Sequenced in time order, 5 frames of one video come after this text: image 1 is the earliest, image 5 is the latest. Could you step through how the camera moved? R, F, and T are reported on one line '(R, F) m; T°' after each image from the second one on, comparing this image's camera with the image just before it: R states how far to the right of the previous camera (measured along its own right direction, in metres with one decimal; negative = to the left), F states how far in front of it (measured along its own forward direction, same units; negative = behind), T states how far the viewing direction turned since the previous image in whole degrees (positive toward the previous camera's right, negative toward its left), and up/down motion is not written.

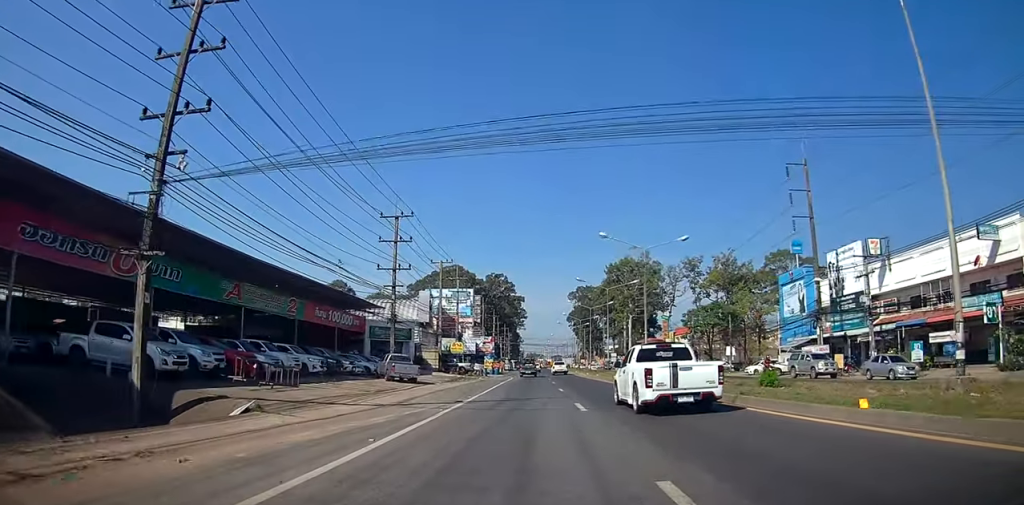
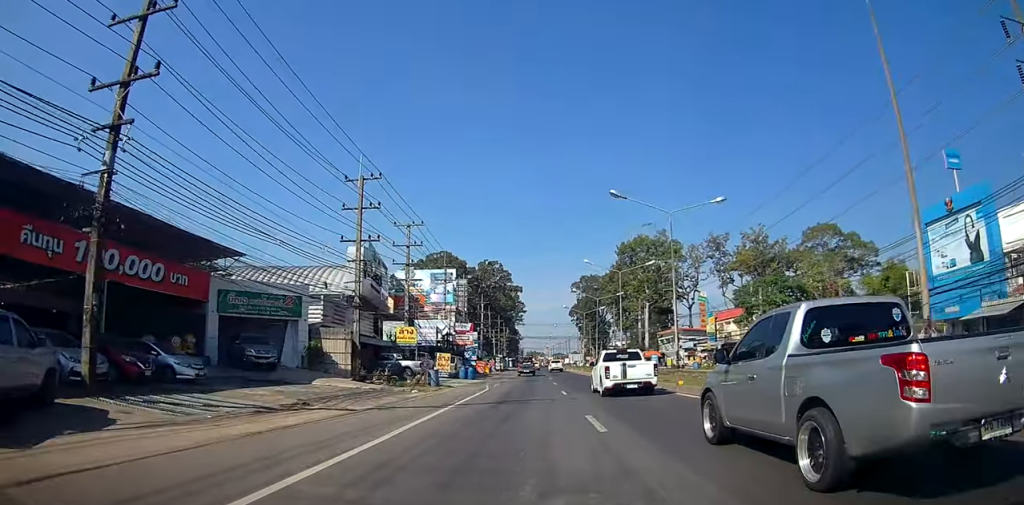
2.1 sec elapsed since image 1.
(+0.1, +24.1) m; 0°
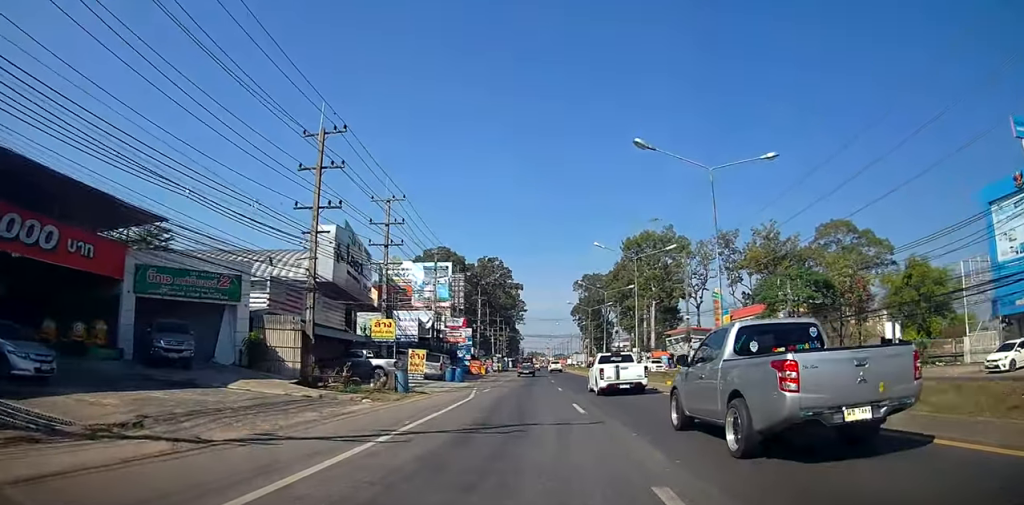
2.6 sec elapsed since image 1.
(0.0, +6.3) m; 0°
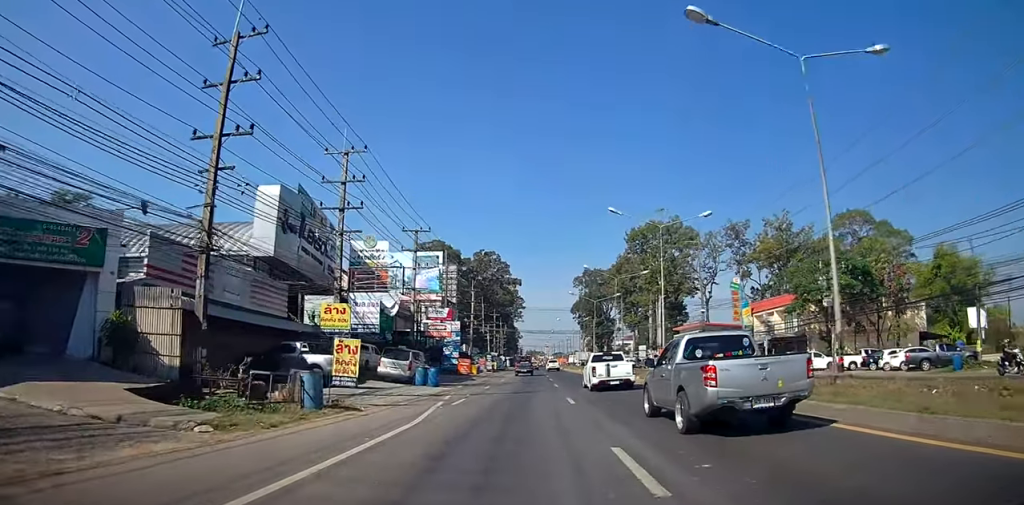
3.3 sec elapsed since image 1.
(0.0, +8.4) m; 0°
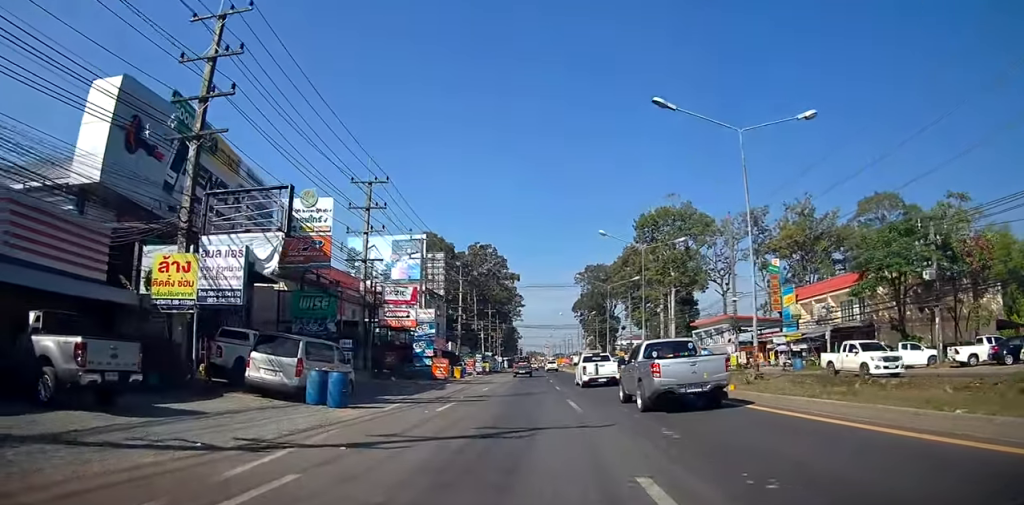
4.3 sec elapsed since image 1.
(0.0, +13.7) m; -1°
